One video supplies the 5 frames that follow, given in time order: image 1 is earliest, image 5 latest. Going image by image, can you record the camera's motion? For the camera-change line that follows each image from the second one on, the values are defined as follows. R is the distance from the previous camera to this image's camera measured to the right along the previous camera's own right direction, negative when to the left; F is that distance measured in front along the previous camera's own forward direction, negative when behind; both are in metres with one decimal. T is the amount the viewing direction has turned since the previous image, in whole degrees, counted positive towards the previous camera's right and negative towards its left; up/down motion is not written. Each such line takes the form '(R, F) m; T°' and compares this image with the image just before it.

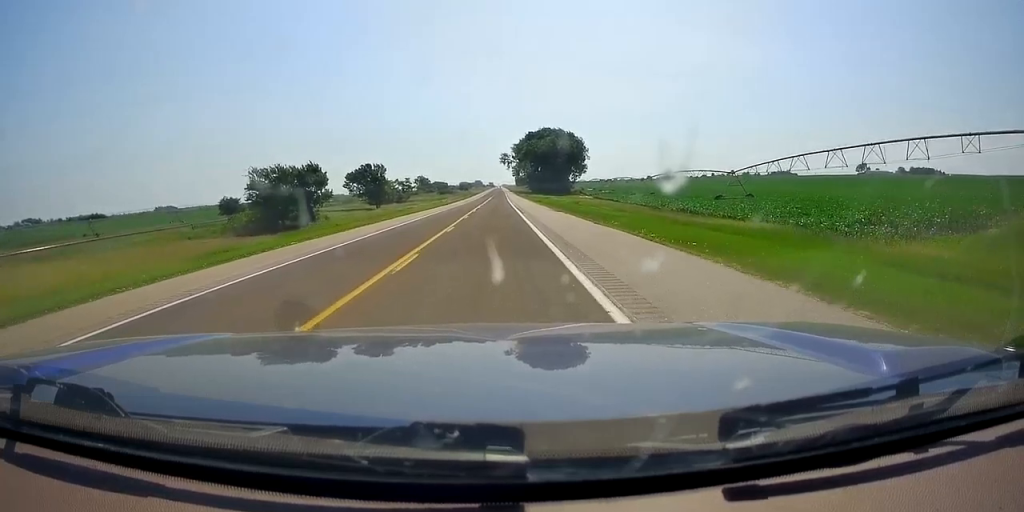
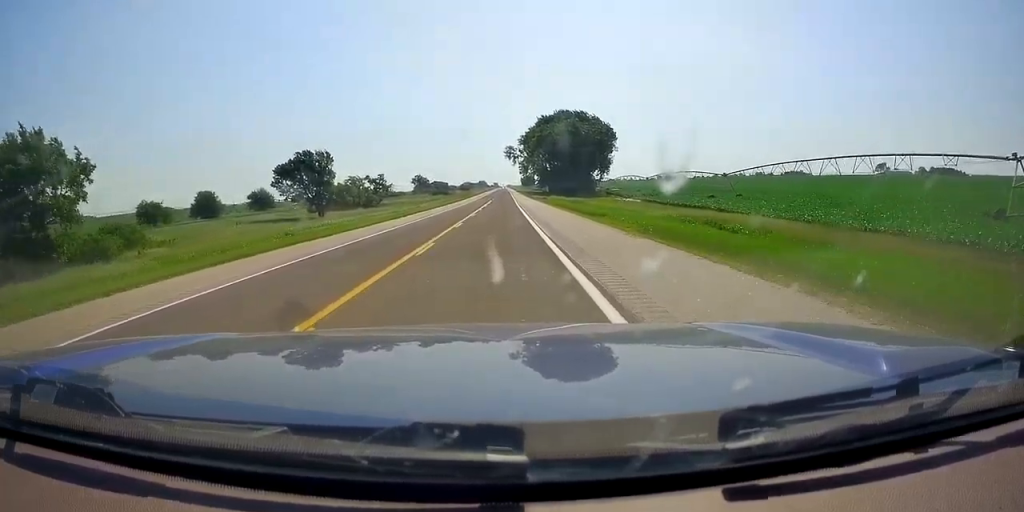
(-0.6, +44.2) m; -1°
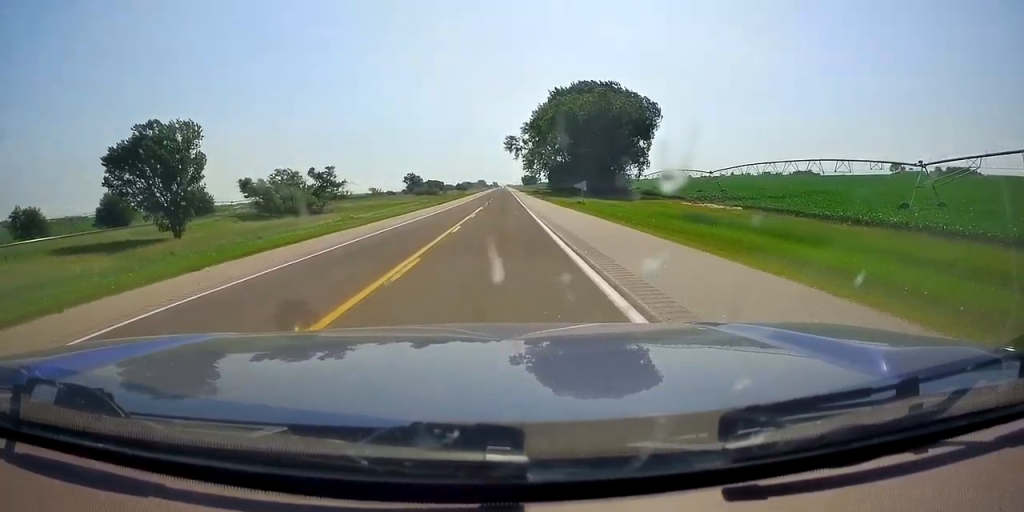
(+0.5, +41.3) m; +1°
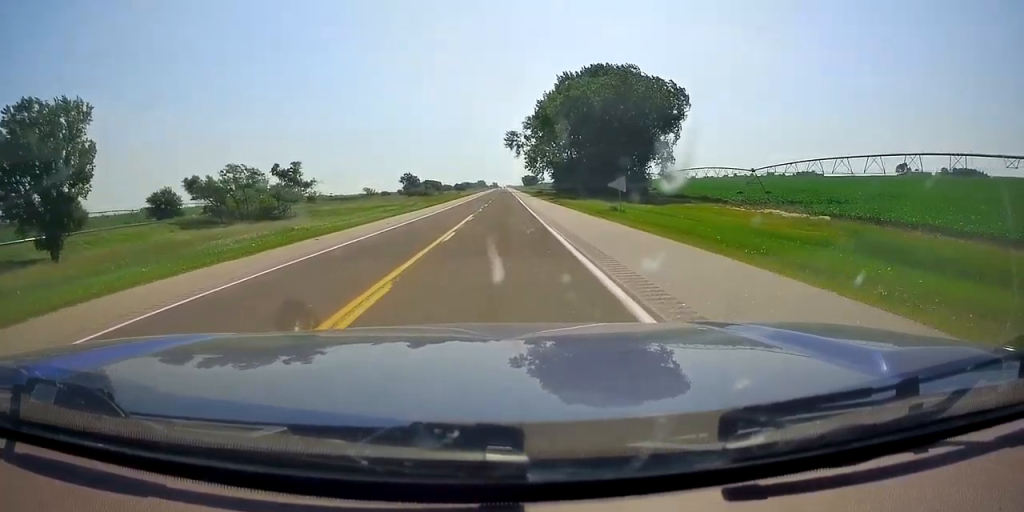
(0.0, +15.9) m; 0°
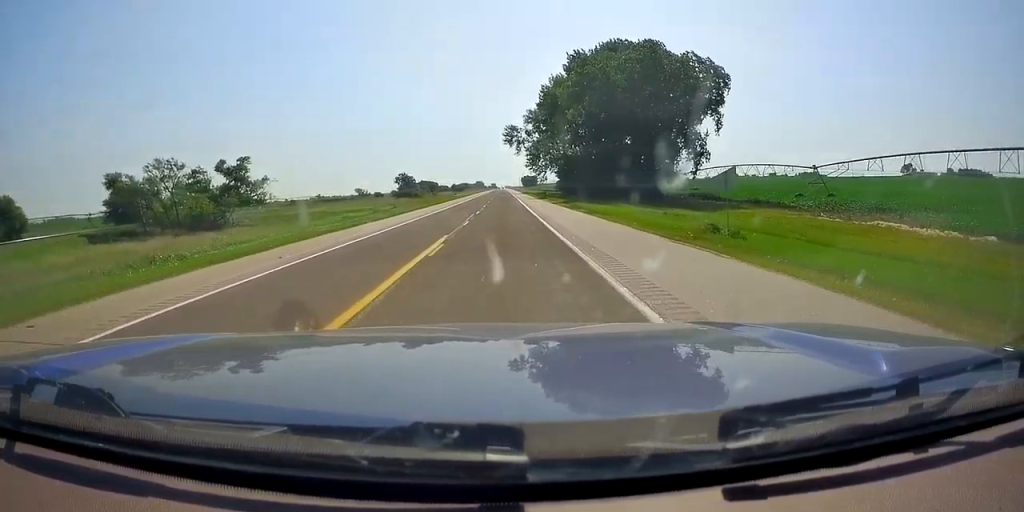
(0.0, +16.4) m; 0°
